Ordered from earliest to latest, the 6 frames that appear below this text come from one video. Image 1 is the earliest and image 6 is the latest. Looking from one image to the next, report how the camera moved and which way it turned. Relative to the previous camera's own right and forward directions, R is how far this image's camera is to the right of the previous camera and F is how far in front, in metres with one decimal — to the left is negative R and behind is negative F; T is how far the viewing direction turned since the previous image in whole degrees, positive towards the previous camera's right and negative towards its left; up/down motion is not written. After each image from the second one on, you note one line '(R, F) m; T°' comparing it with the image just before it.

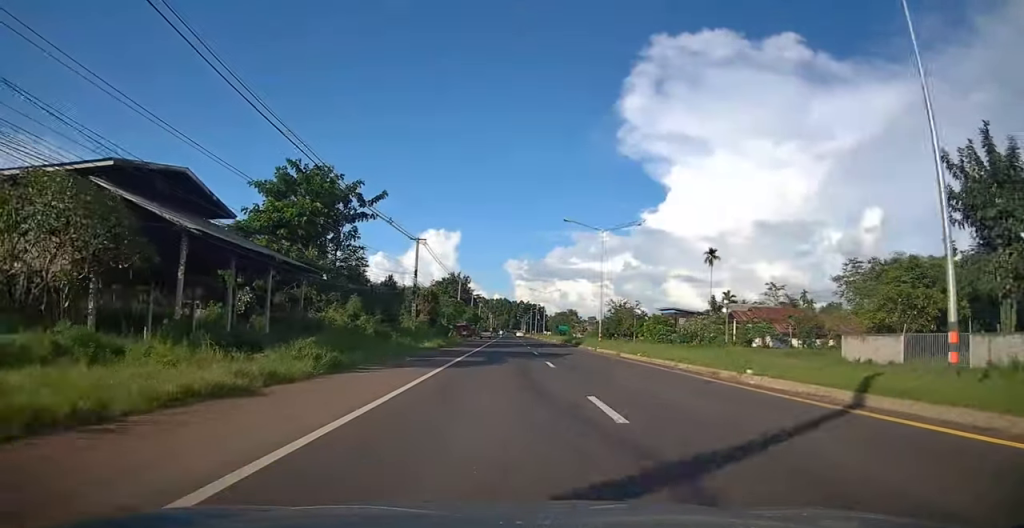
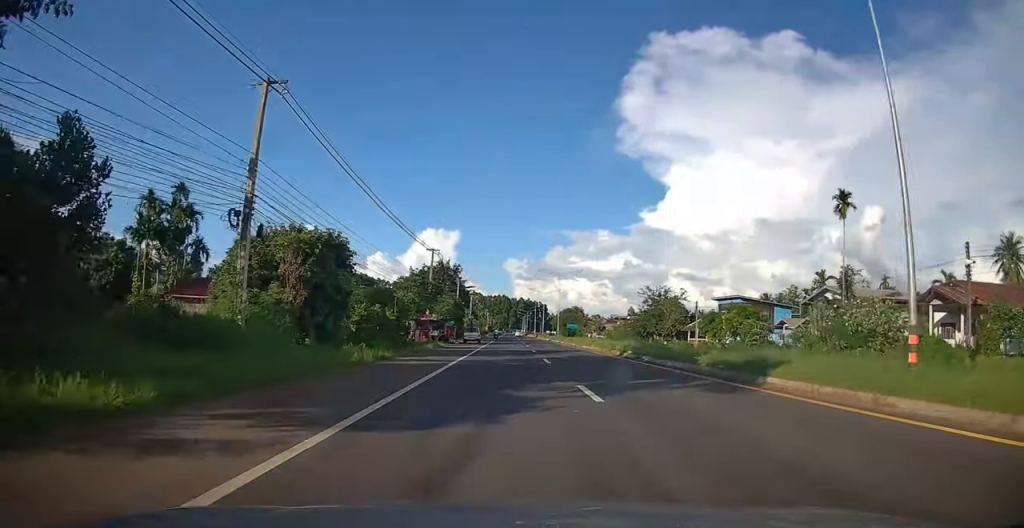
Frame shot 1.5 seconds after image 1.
(+0.7, +33.6) m; 0°
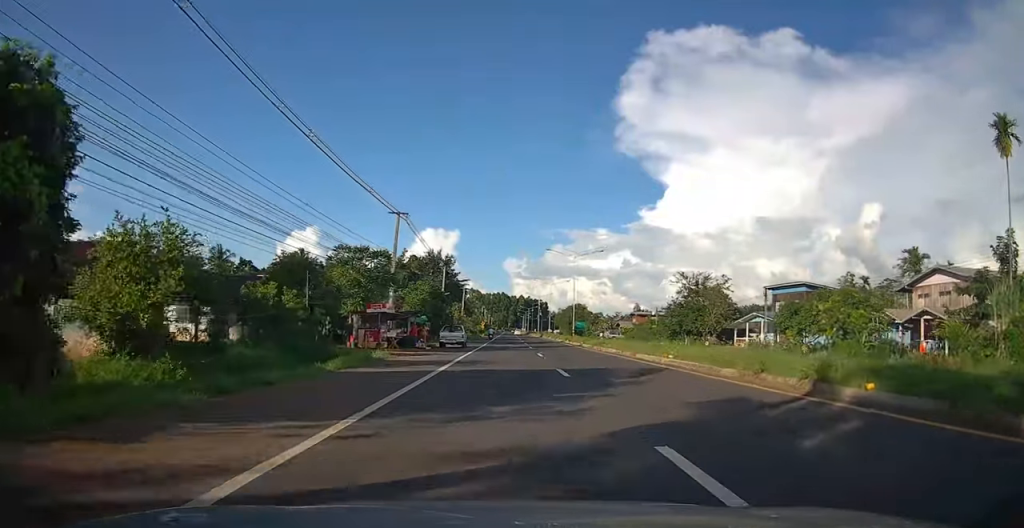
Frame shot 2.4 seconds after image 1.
(-0.5, +19.2) m; -1°
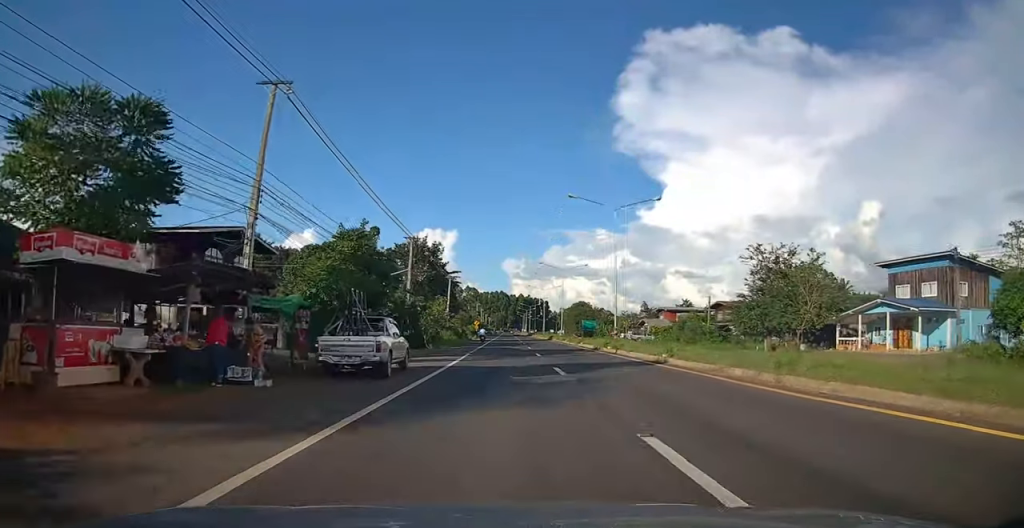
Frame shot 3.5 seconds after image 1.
(0.0, +23.5) m; +1°
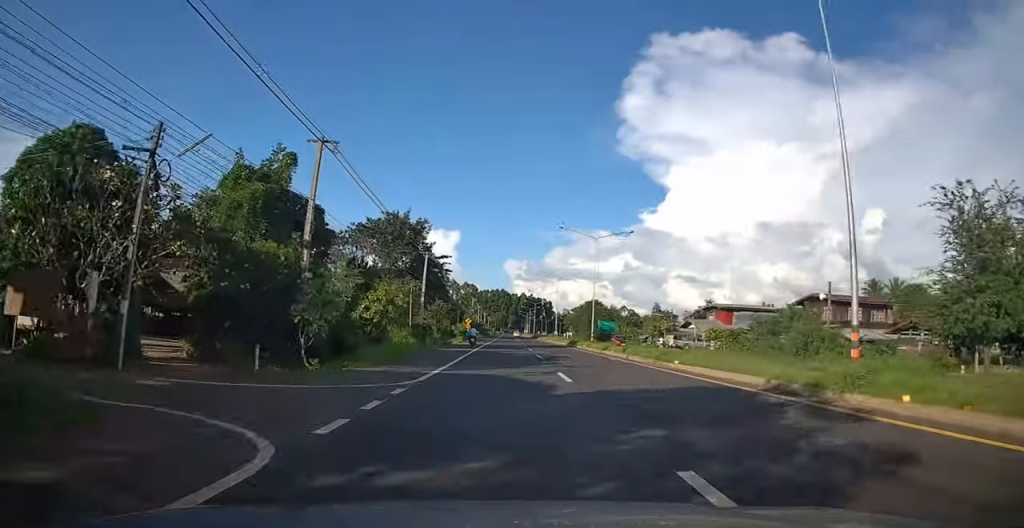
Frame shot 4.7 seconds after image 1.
(+0.5, +25.2) m; +2°
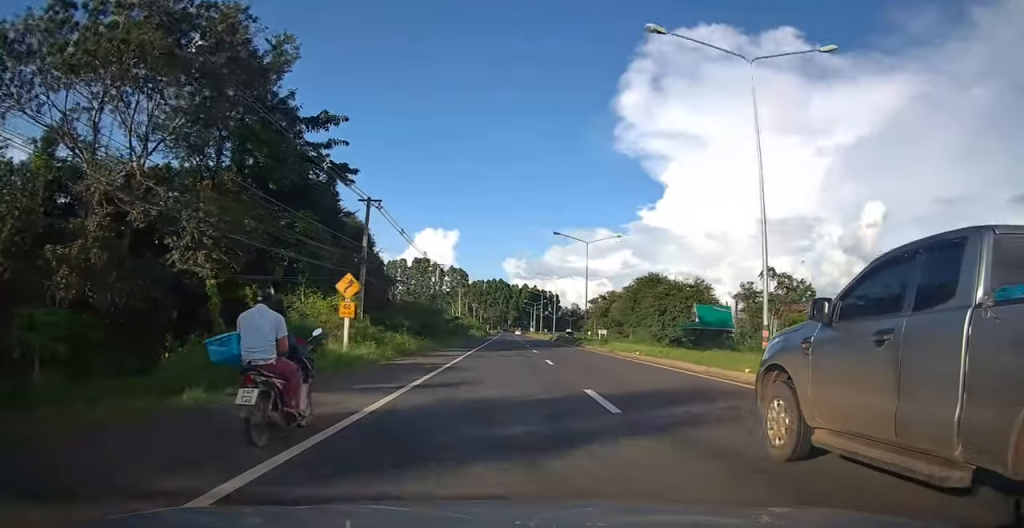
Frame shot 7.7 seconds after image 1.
(-1.6, +65.7) m; -2°
